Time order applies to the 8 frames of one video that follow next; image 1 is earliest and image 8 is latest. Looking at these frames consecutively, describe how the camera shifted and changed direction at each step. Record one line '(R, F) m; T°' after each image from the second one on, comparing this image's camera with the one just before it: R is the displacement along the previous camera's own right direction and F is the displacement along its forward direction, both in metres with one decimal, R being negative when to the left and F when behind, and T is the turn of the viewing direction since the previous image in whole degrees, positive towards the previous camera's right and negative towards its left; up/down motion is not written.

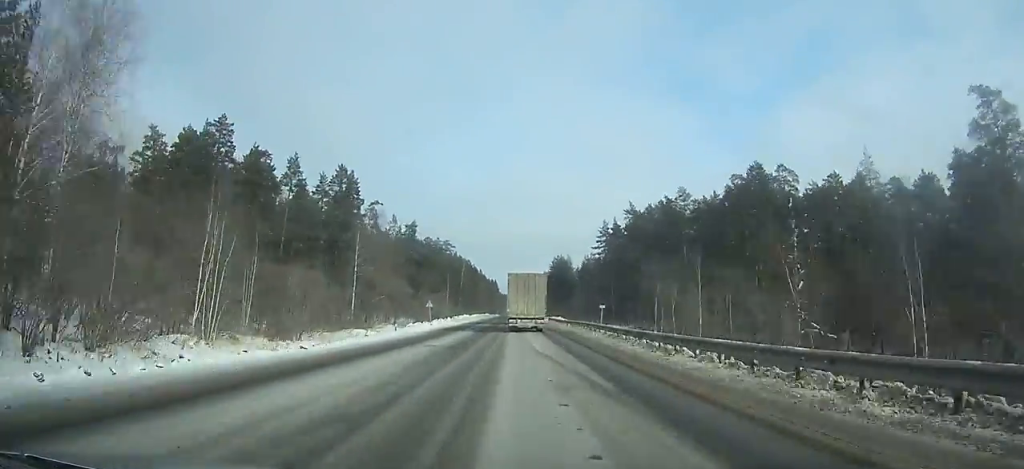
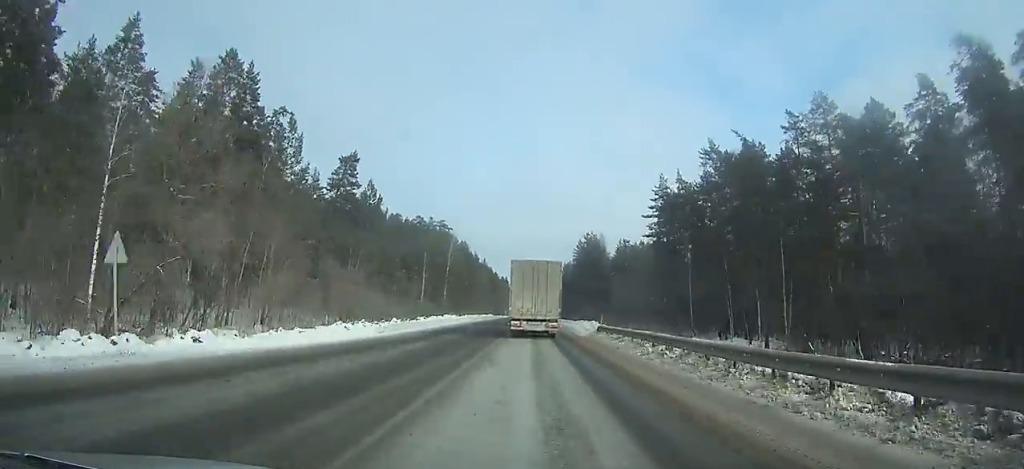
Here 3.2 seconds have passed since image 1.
(-0.2, +51.0) m; -1°
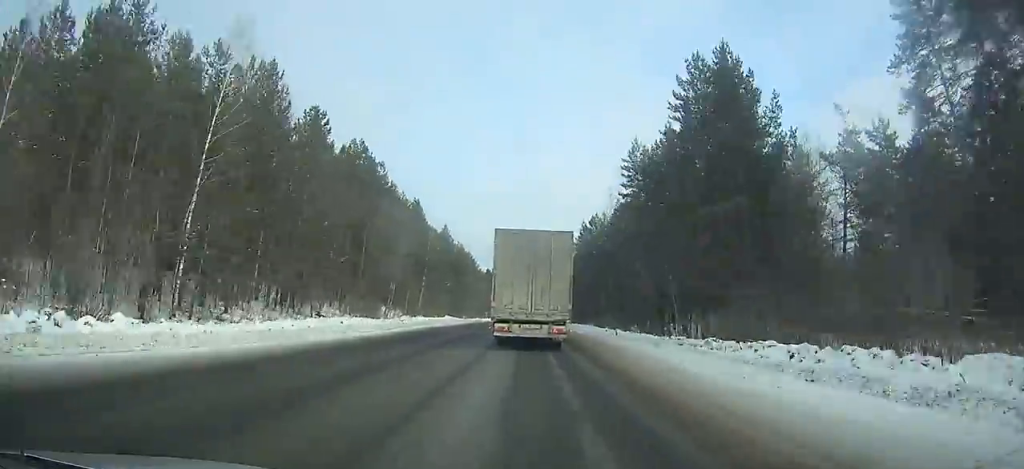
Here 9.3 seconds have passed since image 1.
(-0.8, +83.7) m; -1°
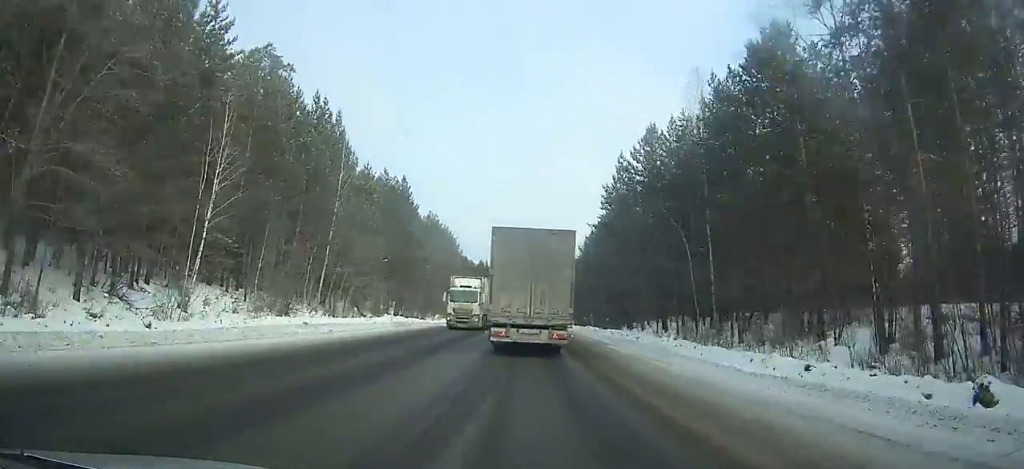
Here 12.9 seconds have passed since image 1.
(-0.2, +43.8) m; 0°
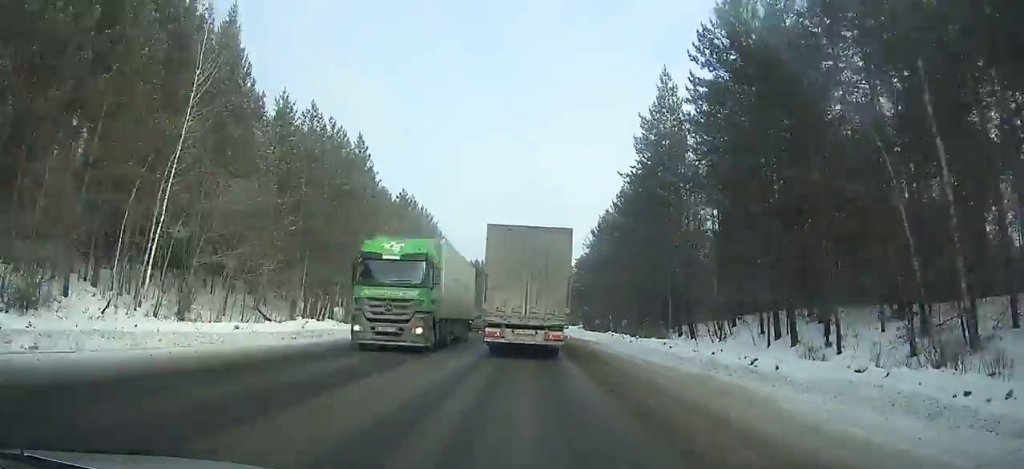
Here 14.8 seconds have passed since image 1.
(0.0, +22.2) m; 0°
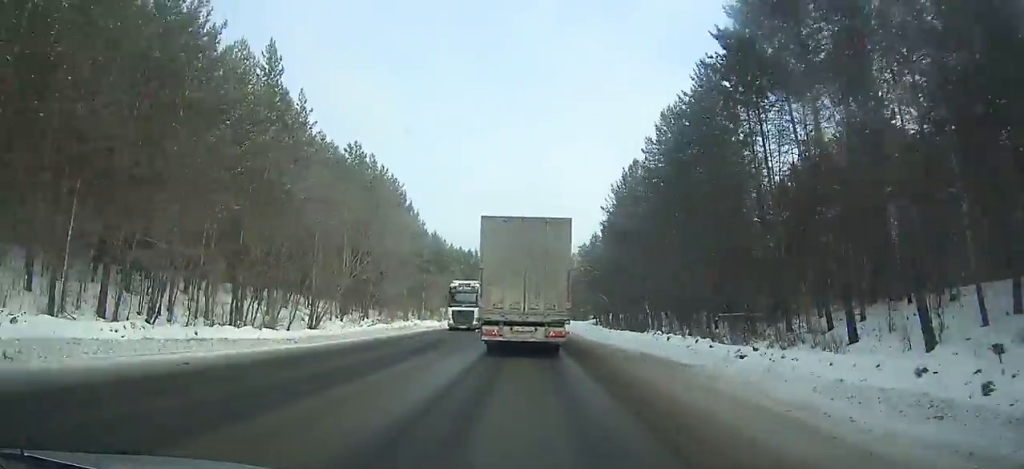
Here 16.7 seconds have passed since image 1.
(0.0, +22.0) m; 0°
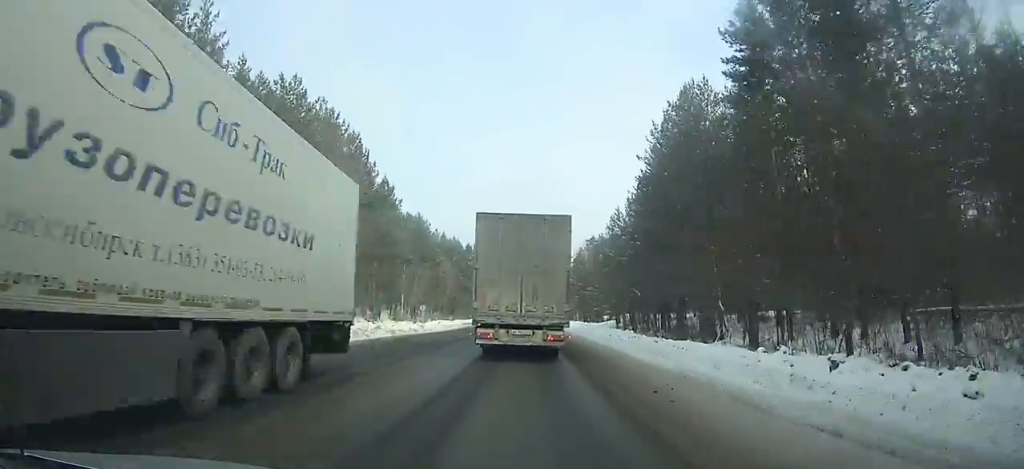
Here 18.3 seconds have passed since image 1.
(0.0, +18.4) m; 0°
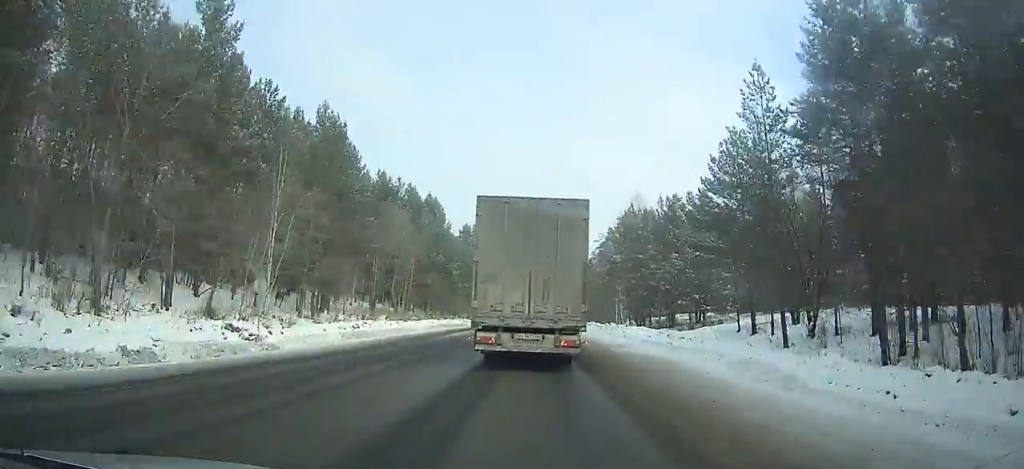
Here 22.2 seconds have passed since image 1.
(0.0, +44.5) m; 0°
